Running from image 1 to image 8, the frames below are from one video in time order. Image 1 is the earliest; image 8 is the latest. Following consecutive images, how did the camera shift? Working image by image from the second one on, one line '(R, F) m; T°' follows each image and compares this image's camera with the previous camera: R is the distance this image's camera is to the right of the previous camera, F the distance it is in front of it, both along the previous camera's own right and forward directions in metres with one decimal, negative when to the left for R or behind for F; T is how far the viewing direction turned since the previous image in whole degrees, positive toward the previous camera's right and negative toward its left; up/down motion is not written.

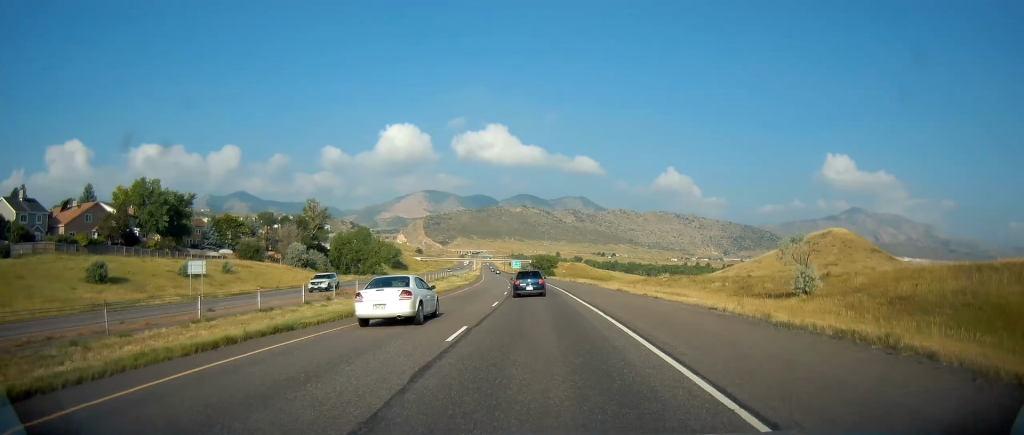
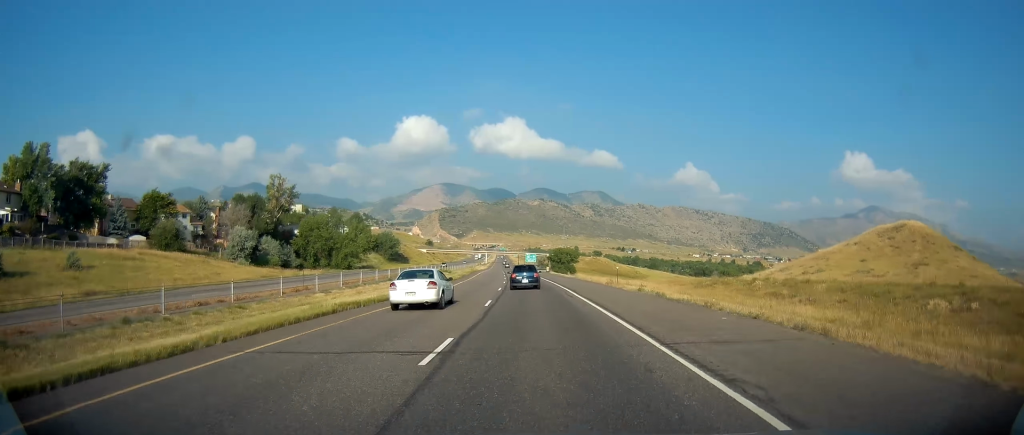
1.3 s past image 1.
(-0.5, +39.6) m; -2°
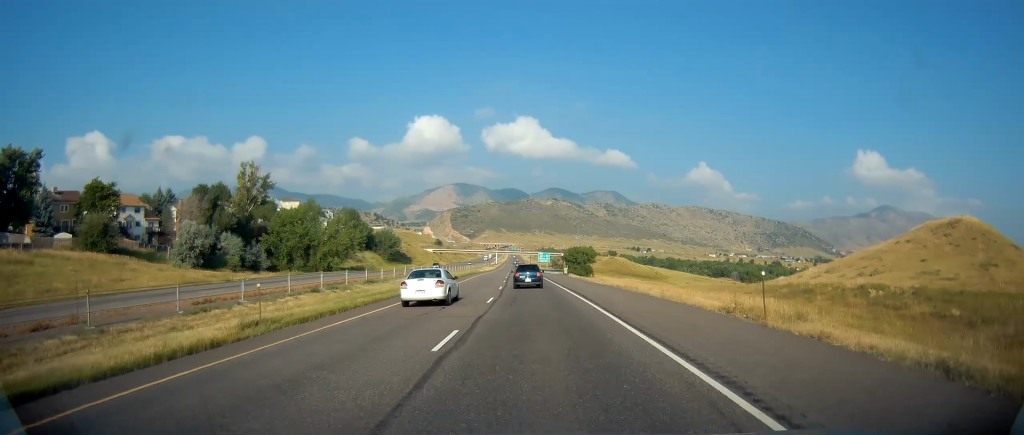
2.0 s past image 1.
(-0.2, +23.0) m; -1°
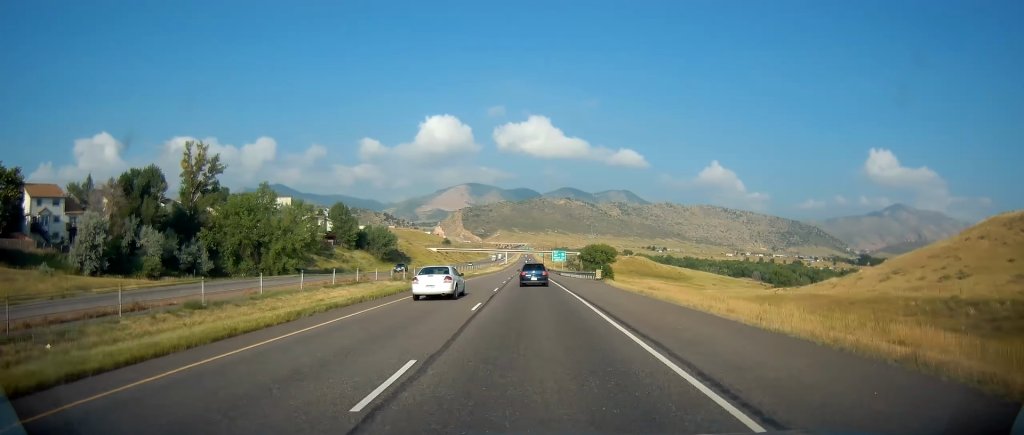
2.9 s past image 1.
(-0.2, +28.5) m; -1°
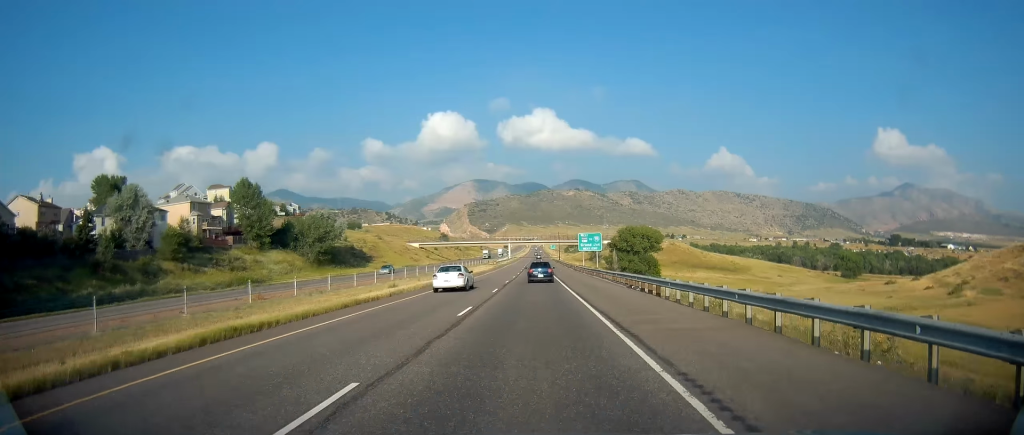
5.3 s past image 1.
(-2.2, +74.9) m; -2°
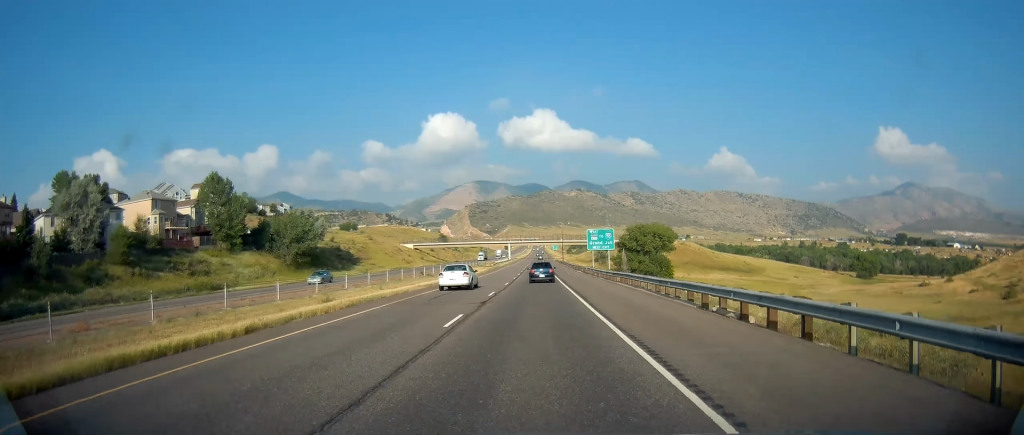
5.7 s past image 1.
(0.0, +14.7) m; 0°
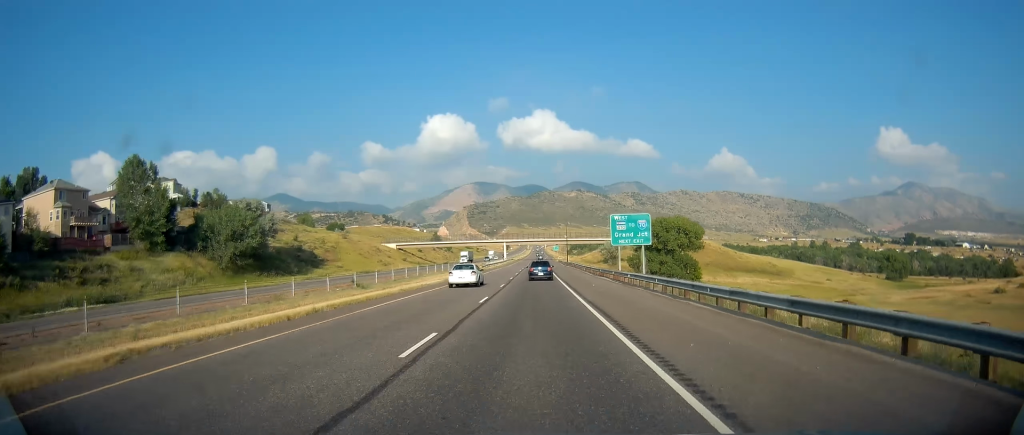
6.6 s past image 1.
(+0.1, +28.5) m; 0°
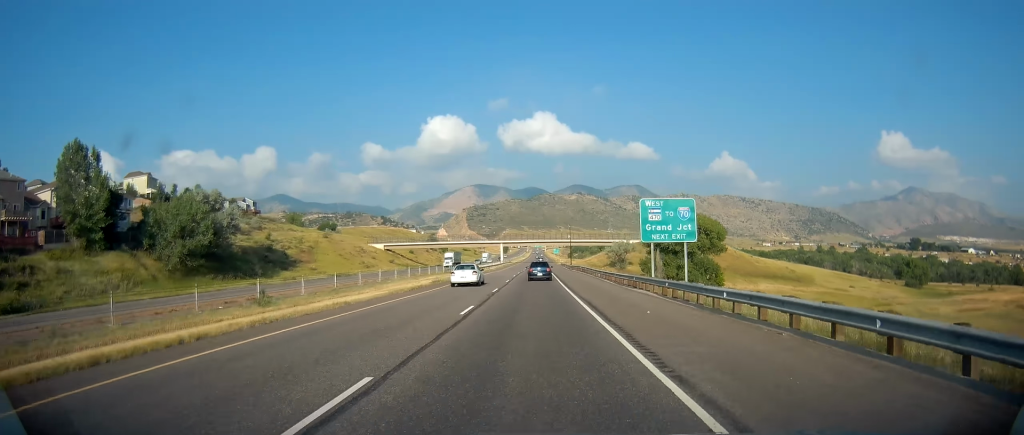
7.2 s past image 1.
(0.0, +16.9) m; 0°
